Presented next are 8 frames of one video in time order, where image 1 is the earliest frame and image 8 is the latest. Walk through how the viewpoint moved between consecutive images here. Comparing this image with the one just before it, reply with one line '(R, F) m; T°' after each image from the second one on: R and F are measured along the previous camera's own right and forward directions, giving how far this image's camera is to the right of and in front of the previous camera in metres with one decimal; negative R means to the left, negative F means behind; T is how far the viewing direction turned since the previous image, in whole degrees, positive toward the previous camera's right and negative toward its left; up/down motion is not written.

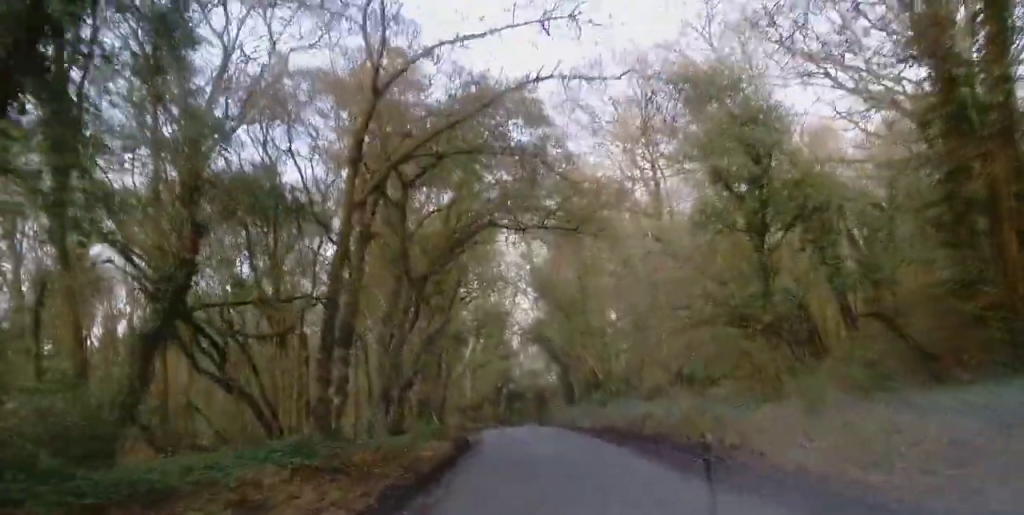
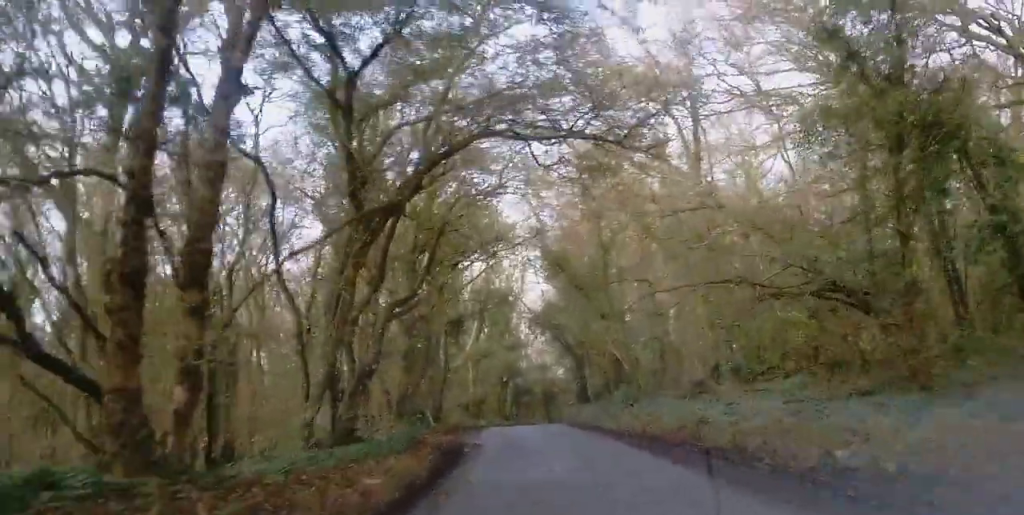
(-0.1, +5.6) m; -1°
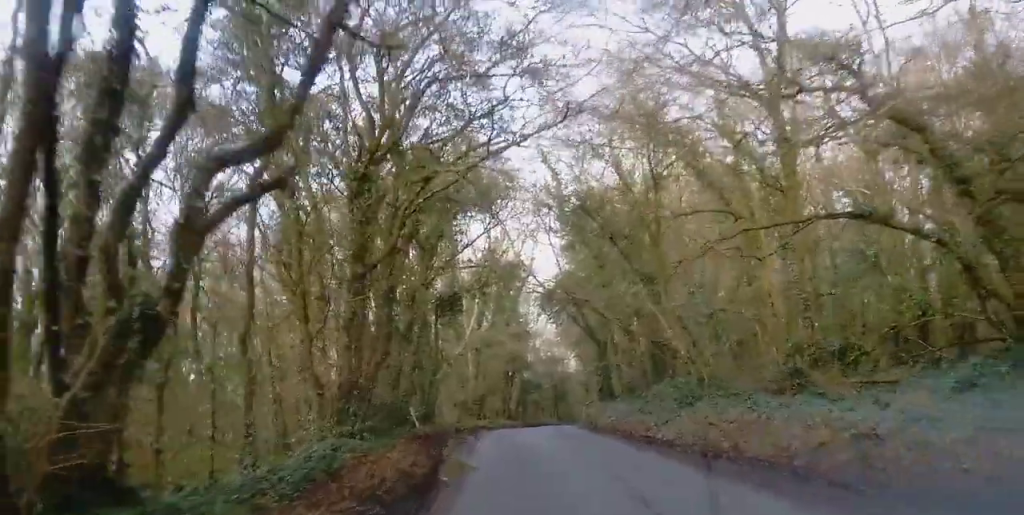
(+0.1, +8.0) m; -1°
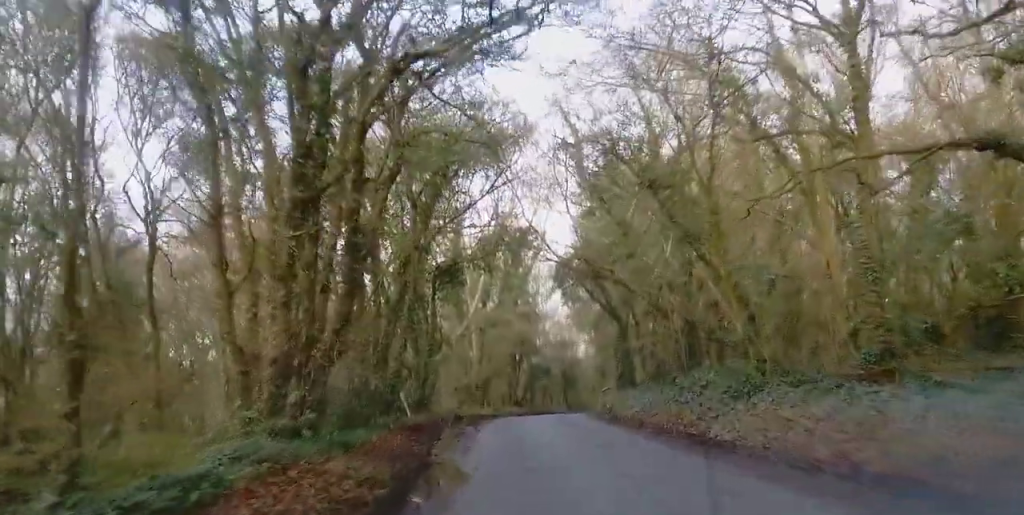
(-0.2, +3.9) m; -1°
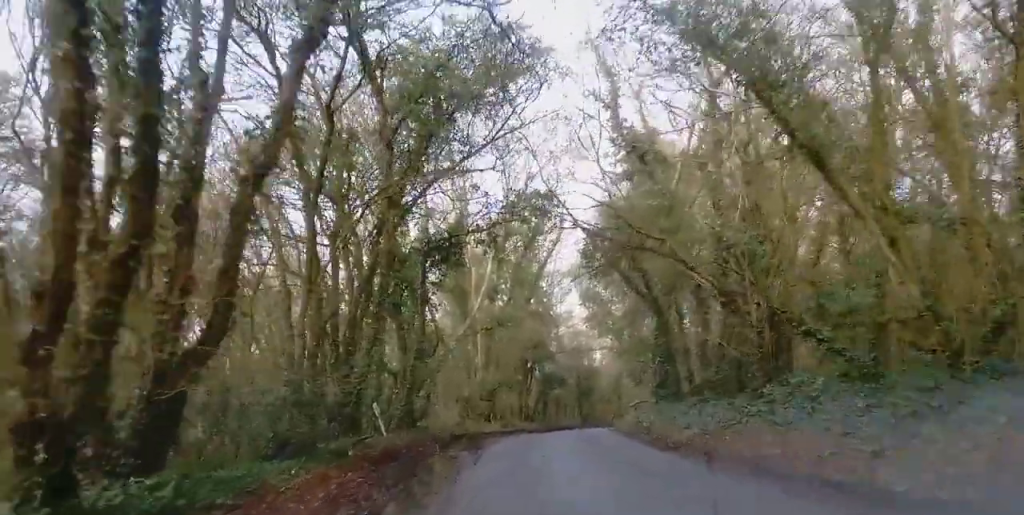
(-0.1, +5.9) m; 0°
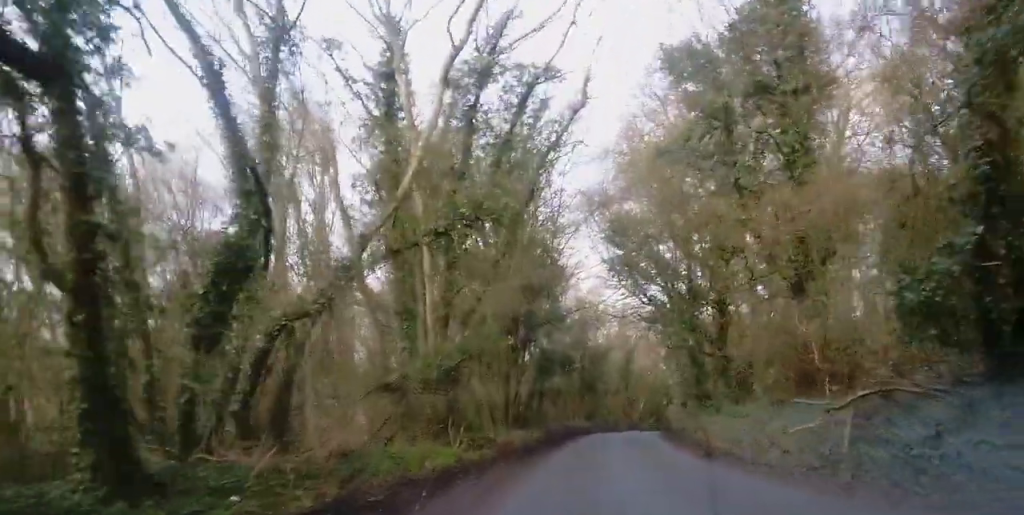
(+1.0, +16.6) m; +6°
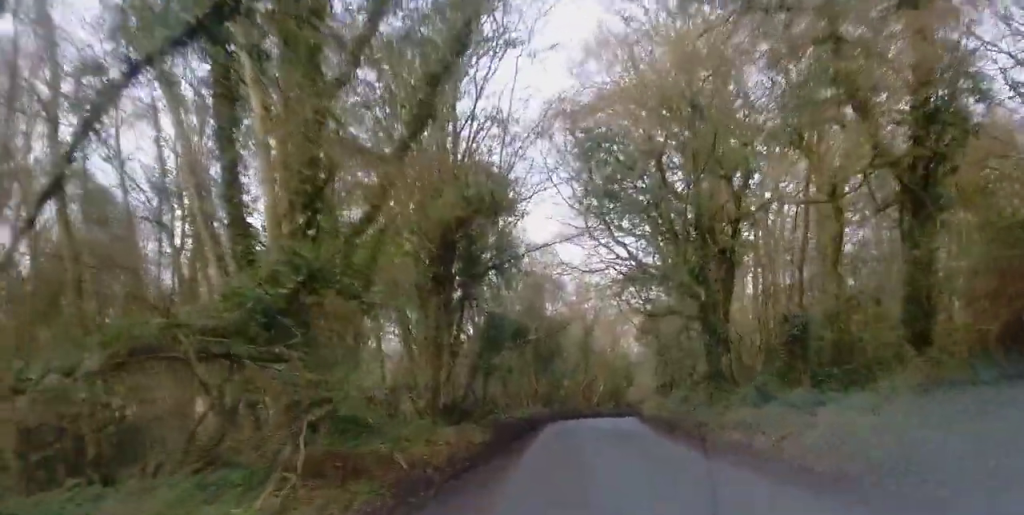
(+0.2, +8.3) m; +2°
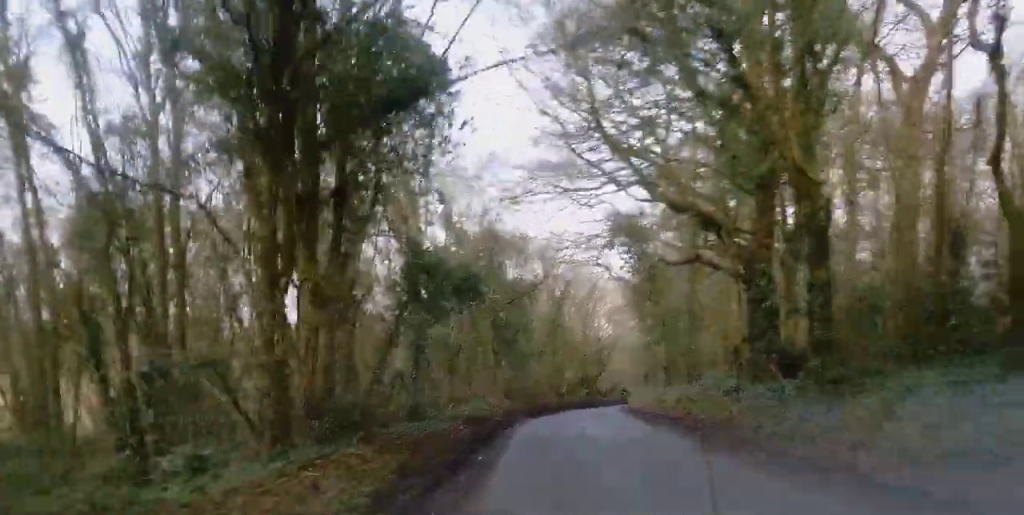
(+0.2, +11.1) m; +1°
